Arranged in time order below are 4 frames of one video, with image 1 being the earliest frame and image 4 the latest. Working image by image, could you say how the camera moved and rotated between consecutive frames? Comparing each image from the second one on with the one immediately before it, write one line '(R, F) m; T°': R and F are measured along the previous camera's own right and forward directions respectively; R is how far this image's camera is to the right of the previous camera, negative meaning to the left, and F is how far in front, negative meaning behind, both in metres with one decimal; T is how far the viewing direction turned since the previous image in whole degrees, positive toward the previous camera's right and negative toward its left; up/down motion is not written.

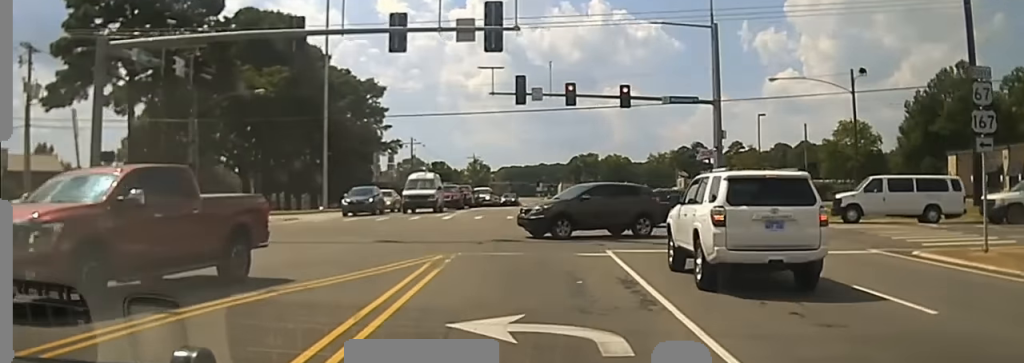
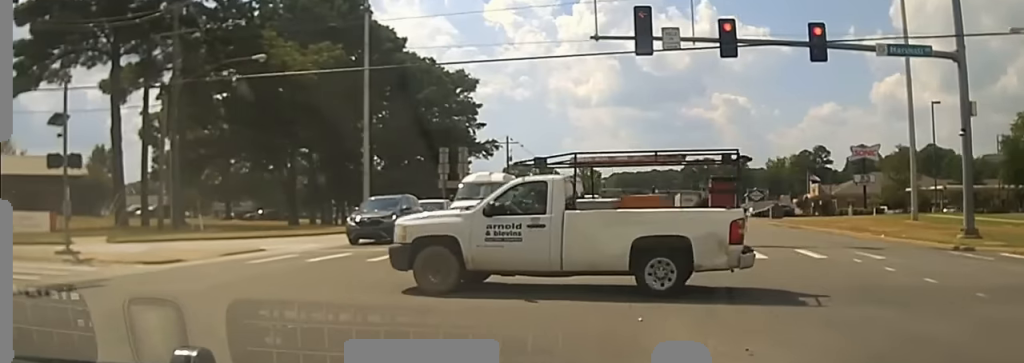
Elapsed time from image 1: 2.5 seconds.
(+1.3, +29.5) m; 0°
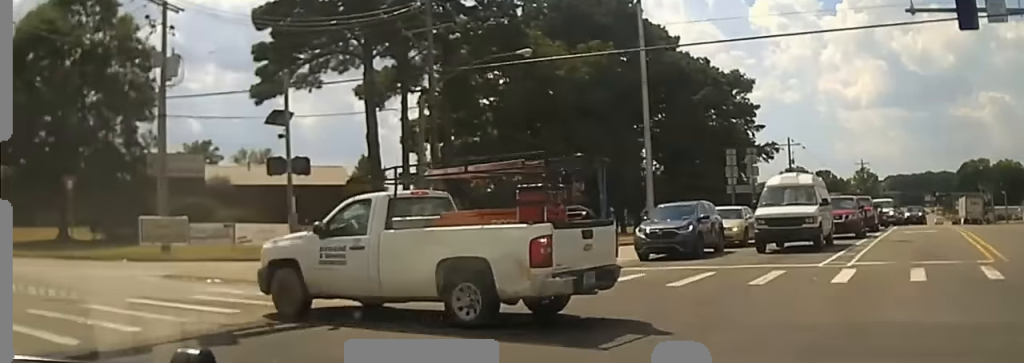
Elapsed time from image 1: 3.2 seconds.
(-0.6, +4.2) m; -25°
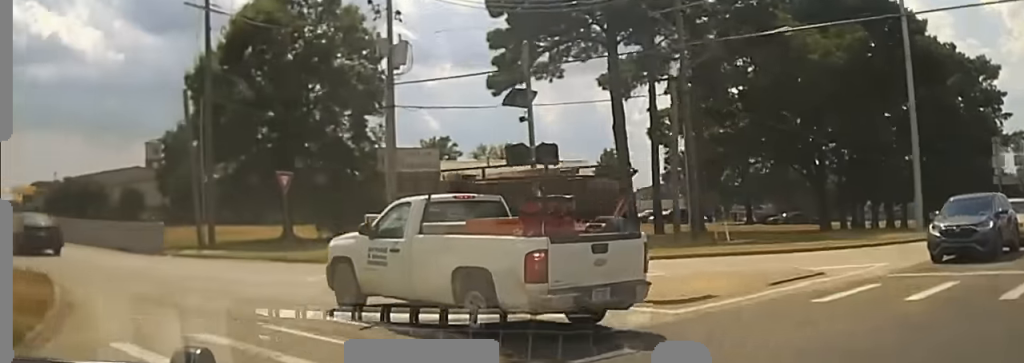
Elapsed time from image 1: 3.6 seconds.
(+0.3, +2.6) m; -17°
